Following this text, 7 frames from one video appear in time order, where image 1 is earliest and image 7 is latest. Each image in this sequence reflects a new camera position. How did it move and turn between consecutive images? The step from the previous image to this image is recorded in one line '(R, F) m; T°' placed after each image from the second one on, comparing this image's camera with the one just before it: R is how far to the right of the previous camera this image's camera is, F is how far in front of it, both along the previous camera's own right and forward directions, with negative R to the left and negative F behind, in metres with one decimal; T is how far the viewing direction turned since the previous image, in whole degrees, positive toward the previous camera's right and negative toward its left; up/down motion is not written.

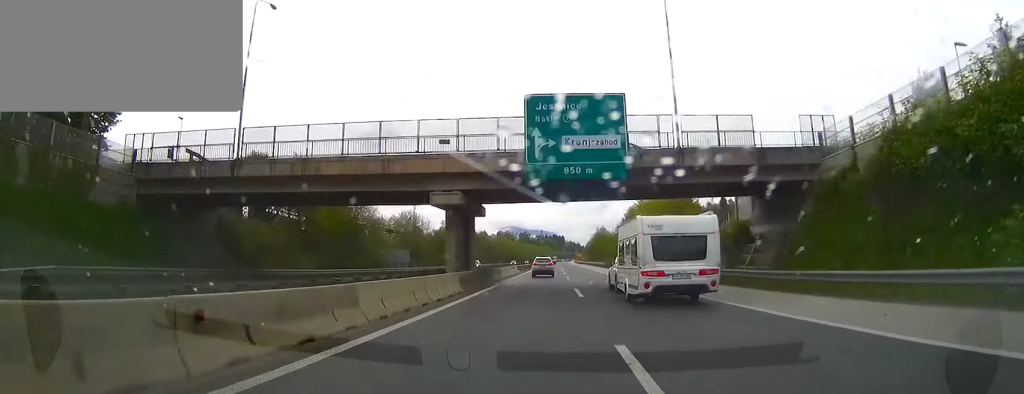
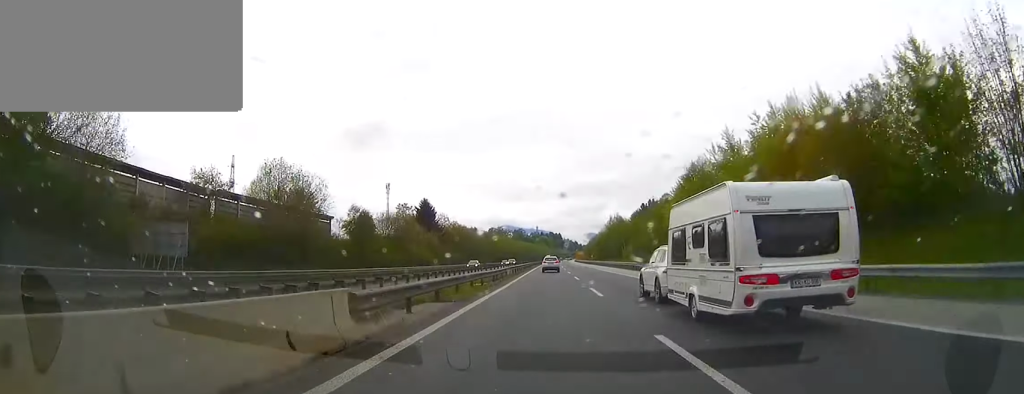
(0.0, +50.6) m; 0°
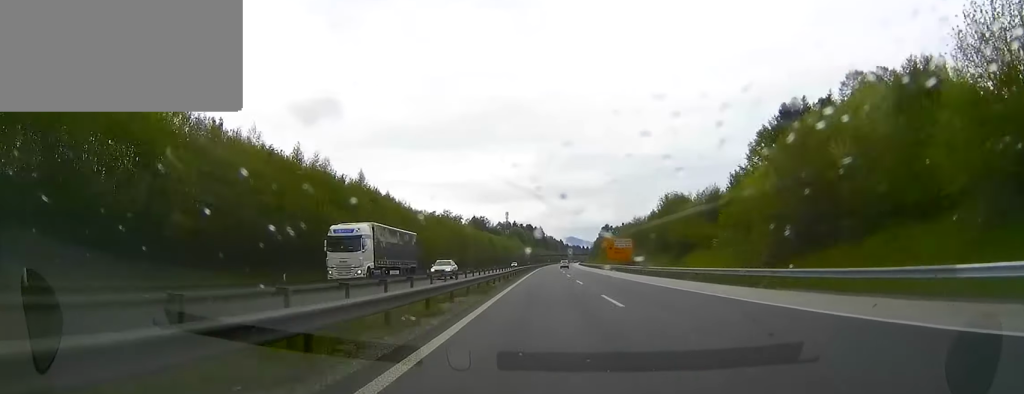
(+4.1, +233.1) m; +2°
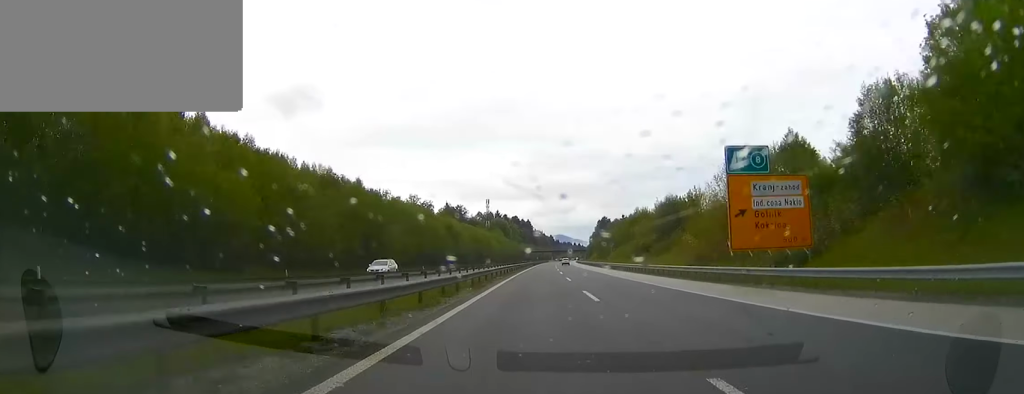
(+0.4, +70.6) m; +1°
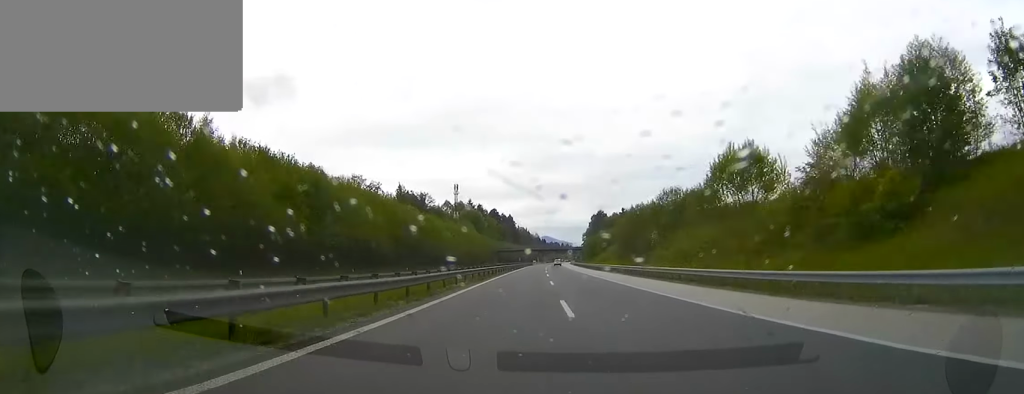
(+0.6, +77.0) m; +1°
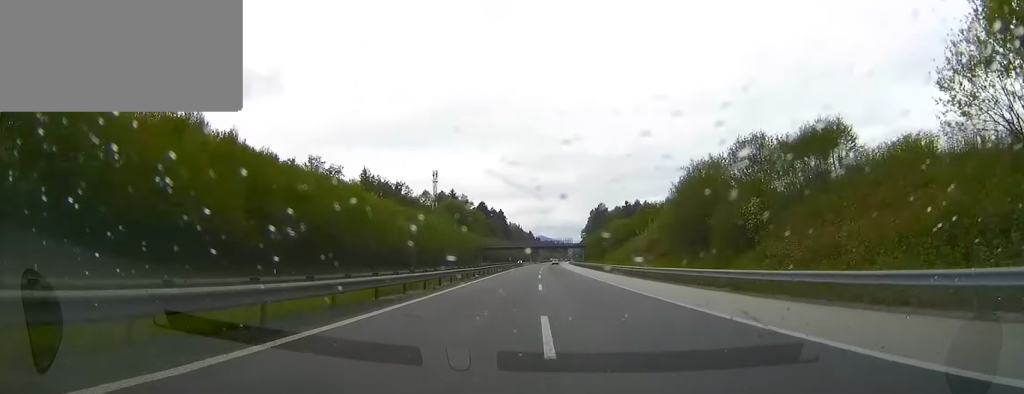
(+0.3, +41.7) m; +1°
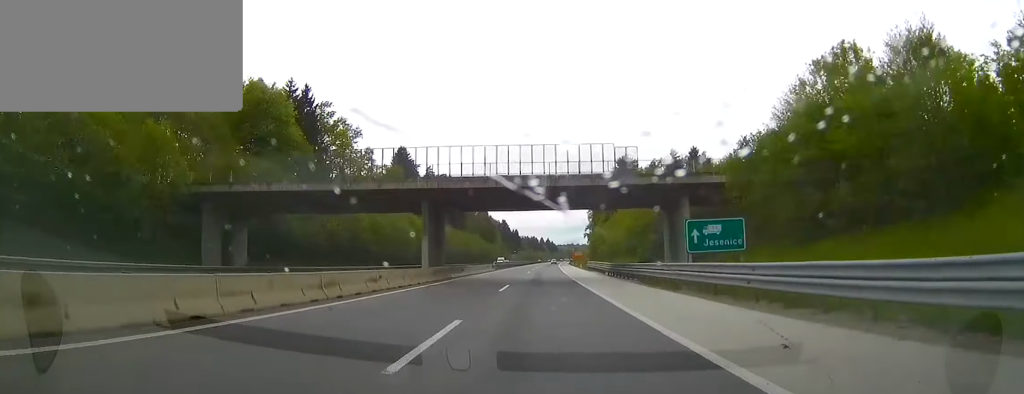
(+2.2, +163.5) m; +1°
